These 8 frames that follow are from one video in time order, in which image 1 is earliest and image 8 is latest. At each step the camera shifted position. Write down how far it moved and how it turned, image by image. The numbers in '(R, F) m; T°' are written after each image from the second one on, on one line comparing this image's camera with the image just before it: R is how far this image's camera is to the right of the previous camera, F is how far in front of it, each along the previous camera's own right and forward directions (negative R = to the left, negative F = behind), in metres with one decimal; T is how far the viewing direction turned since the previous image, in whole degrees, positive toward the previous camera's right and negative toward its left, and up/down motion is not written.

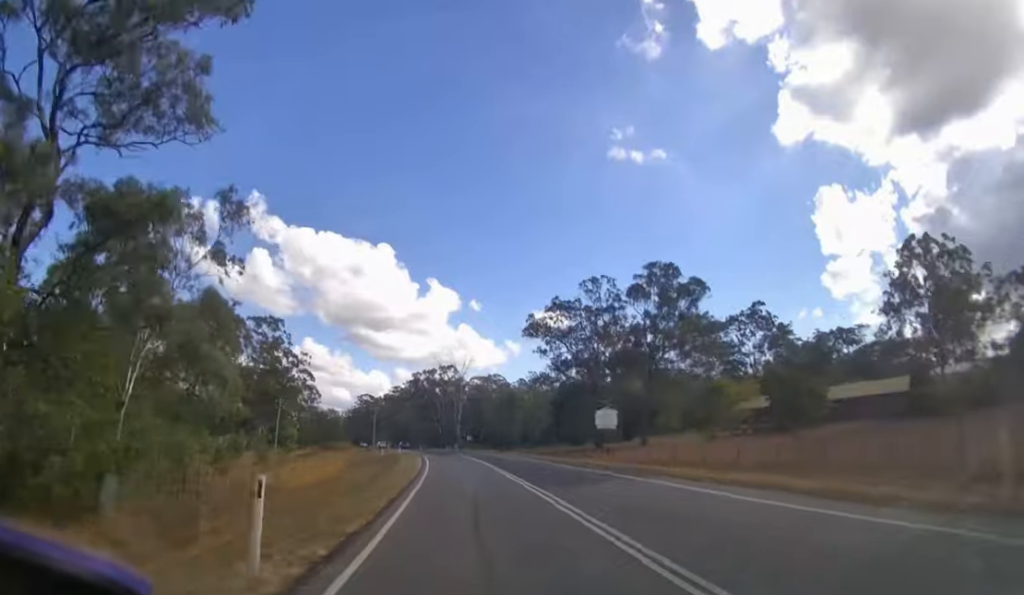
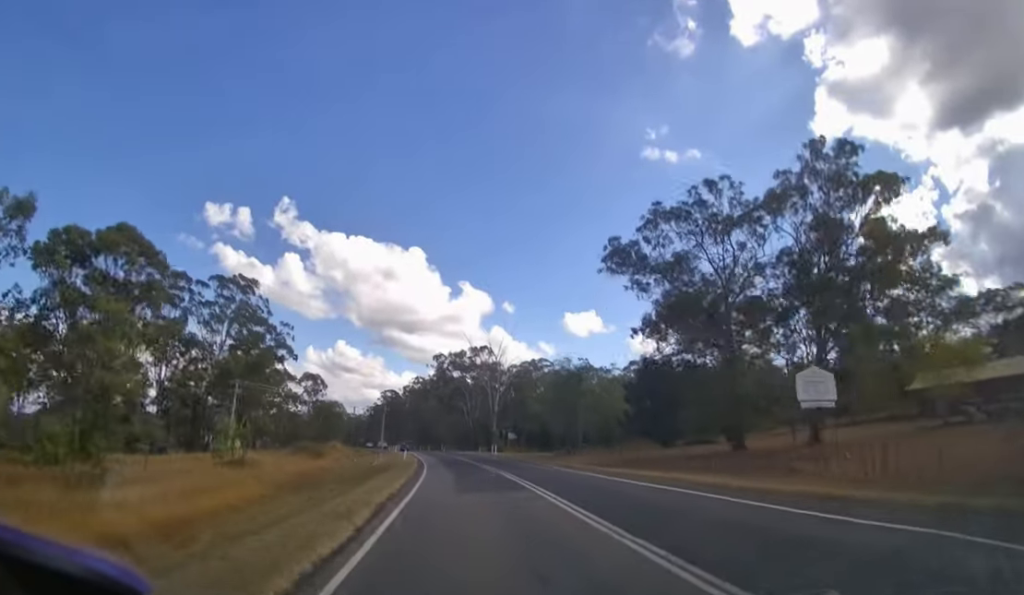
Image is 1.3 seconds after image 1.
(-0.9, +25.2) m; -4°
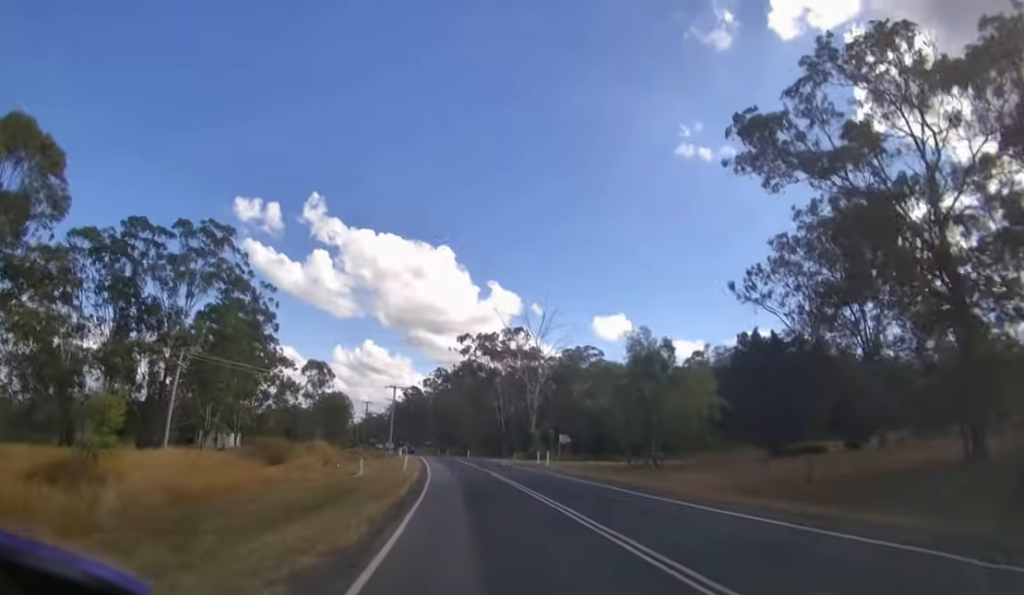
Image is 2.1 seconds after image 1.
(-0.3, +16.1) m; -3°
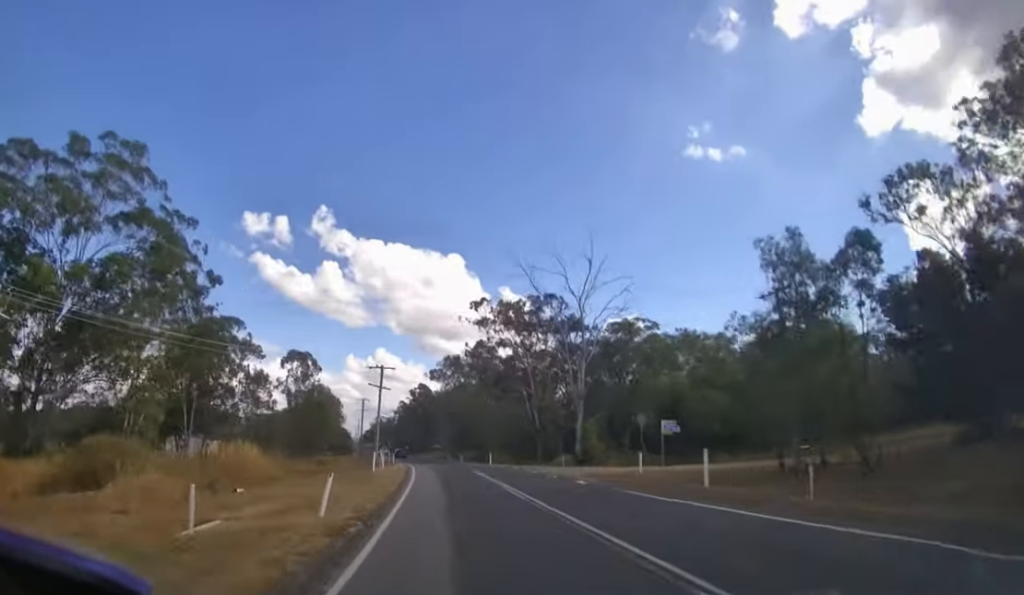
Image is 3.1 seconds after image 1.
(-0.5, +20.3) m; -3°
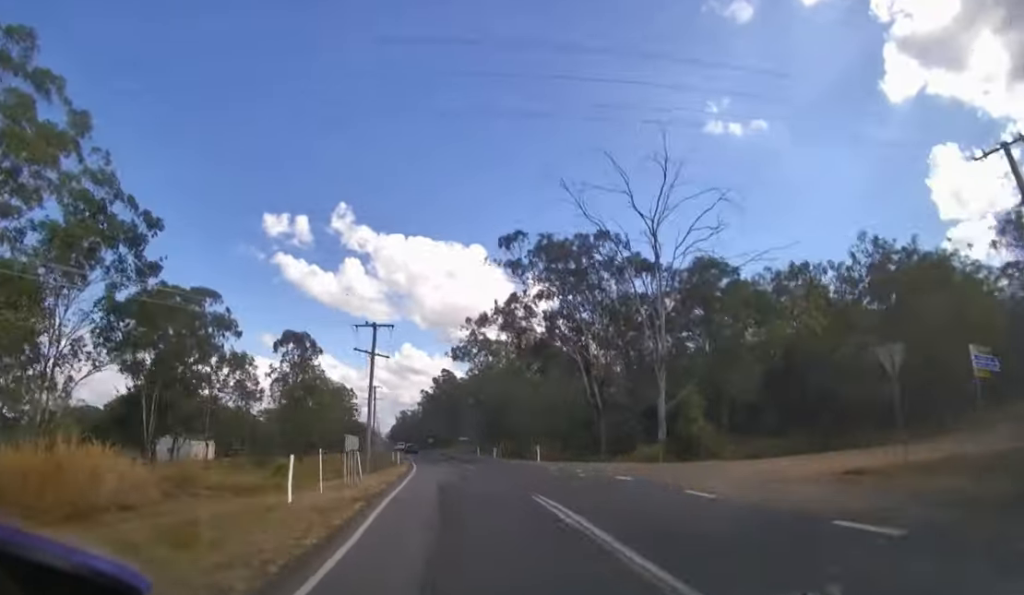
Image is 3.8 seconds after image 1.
(-0.3, +15.8) m; -3°
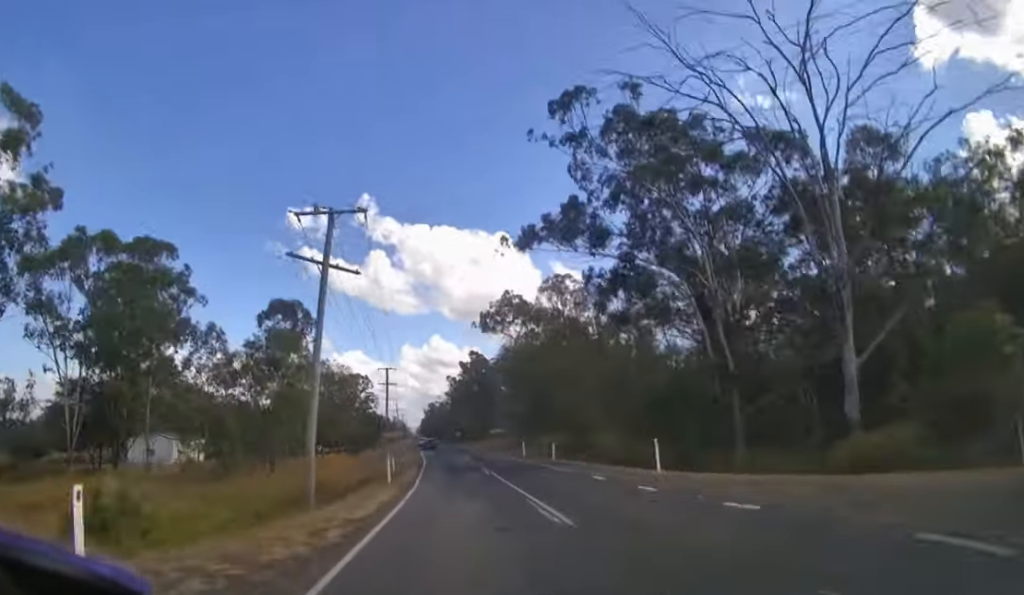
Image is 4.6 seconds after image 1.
(-0.5, +18.1) m; -3°
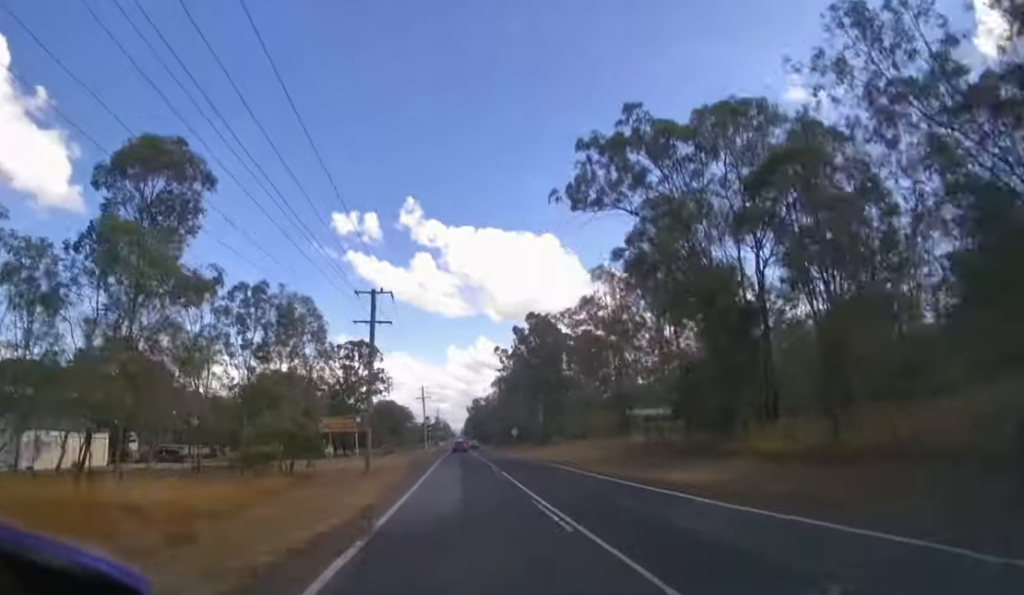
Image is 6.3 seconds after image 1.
(-2.2, +43.1) m; -5°
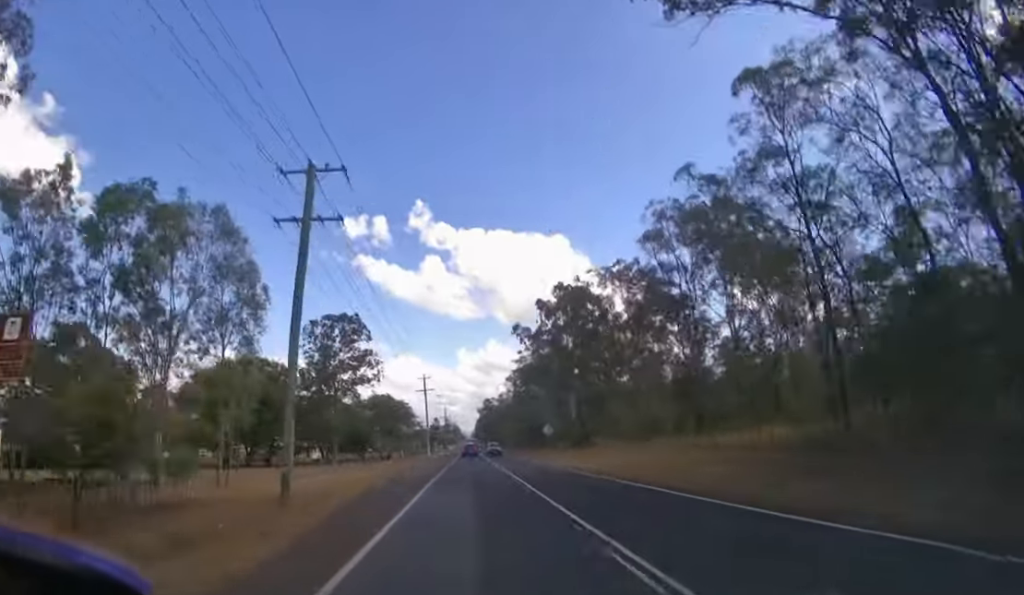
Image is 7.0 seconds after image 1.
(-0.3, +18.5) m; -2°
